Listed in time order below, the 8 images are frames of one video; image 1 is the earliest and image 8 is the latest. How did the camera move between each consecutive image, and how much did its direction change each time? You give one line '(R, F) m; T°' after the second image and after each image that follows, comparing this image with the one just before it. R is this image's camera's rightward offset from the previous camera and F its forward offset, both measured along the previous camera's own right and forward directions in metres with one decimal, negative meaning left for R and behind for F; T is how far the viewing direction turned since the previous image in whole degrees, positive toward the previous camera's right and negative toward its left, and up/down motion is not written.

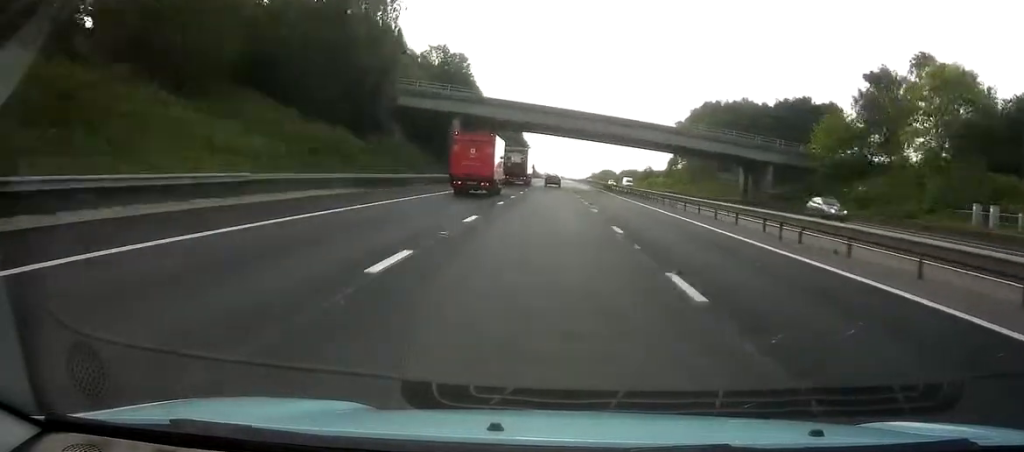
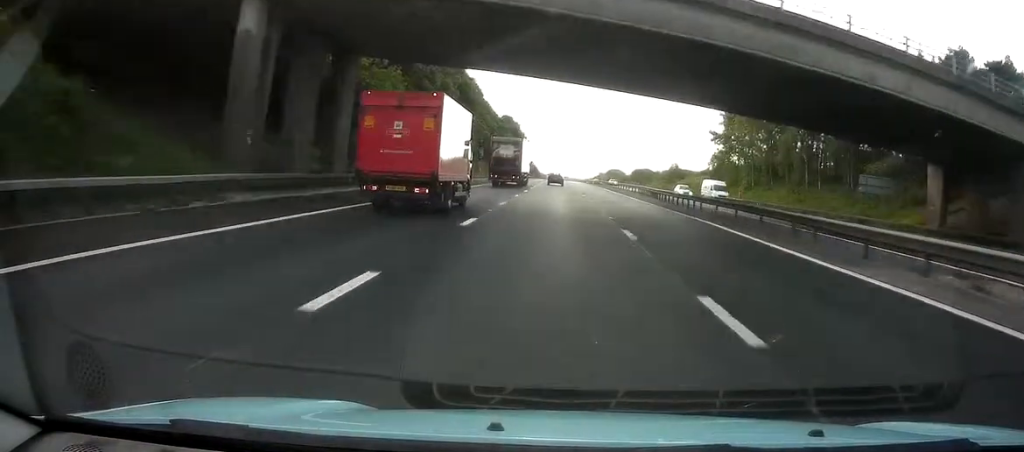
(0.0, +45.6) m; 0°
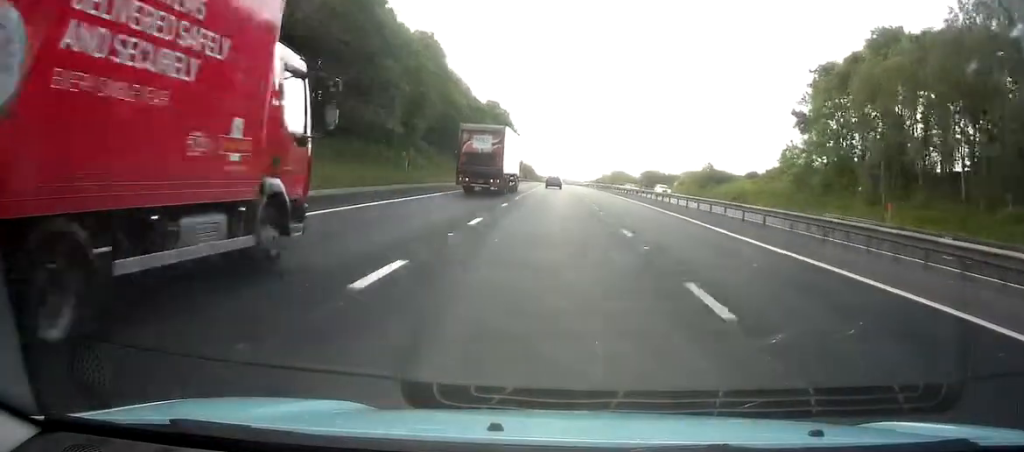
(-0.1, +43.2) m; 0°
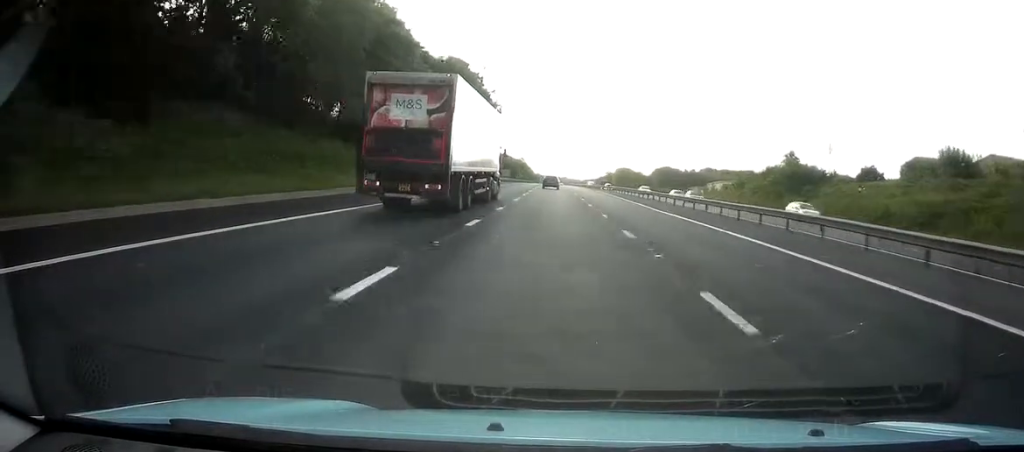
(+0.1, +53.5) m; 0°
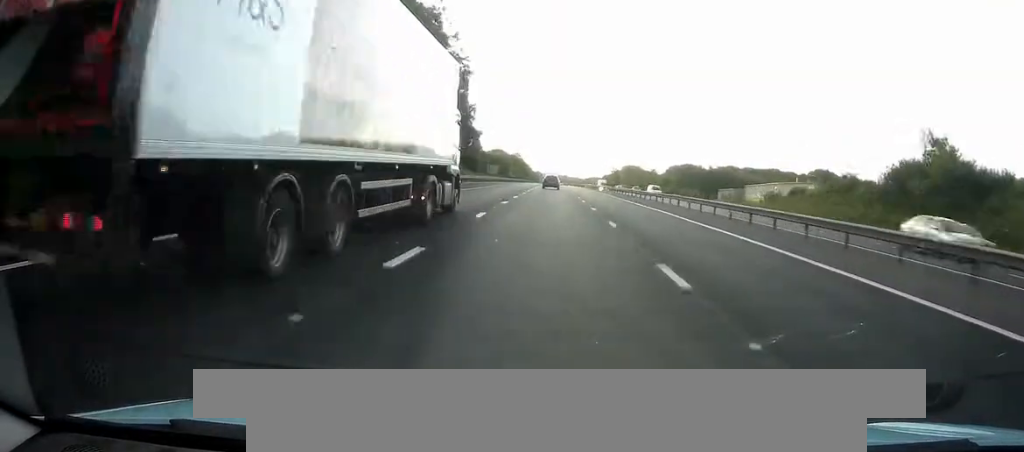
(-0.1, +39.9) m; 0°
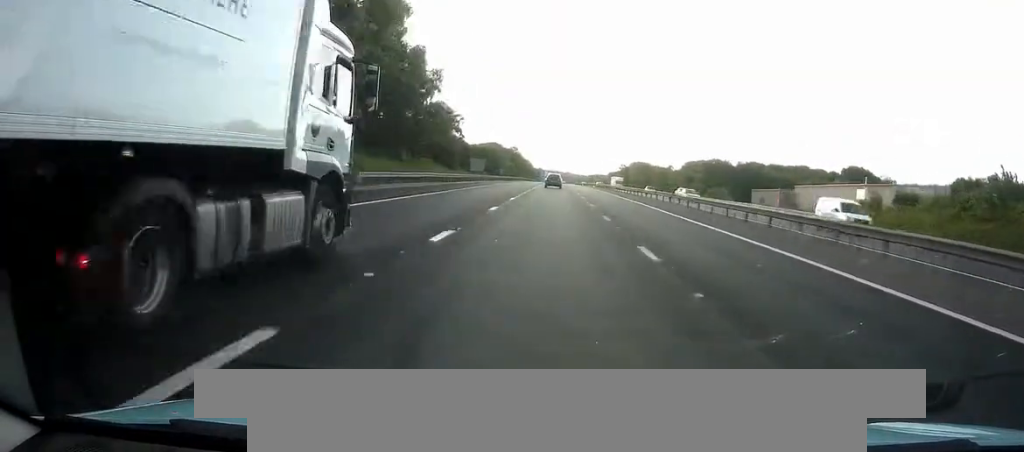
(0.0, +30.8) m; 0°
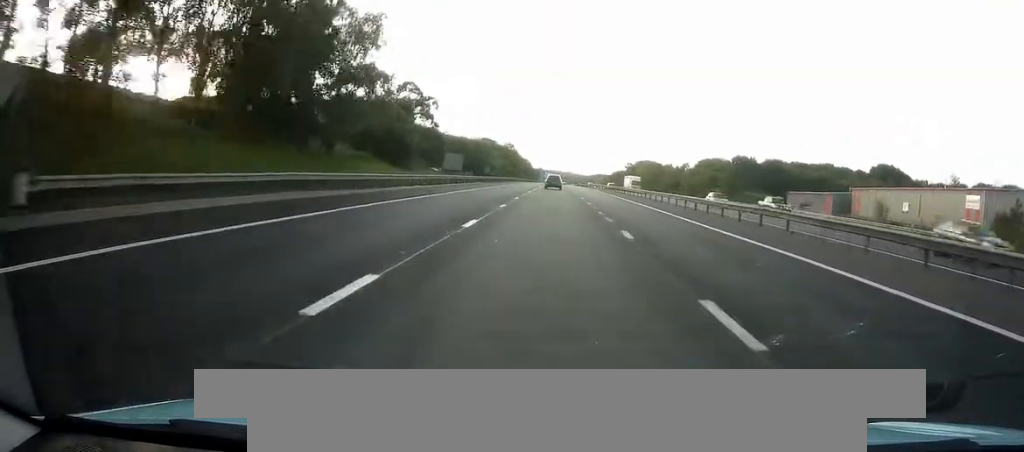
(0.0, +24.0) m; 0°
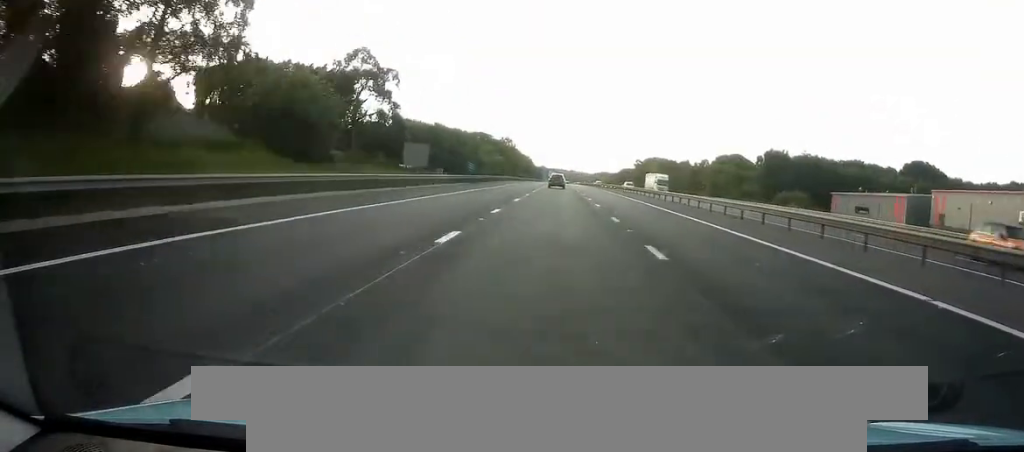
(0.0, +21.8) m; -1°
